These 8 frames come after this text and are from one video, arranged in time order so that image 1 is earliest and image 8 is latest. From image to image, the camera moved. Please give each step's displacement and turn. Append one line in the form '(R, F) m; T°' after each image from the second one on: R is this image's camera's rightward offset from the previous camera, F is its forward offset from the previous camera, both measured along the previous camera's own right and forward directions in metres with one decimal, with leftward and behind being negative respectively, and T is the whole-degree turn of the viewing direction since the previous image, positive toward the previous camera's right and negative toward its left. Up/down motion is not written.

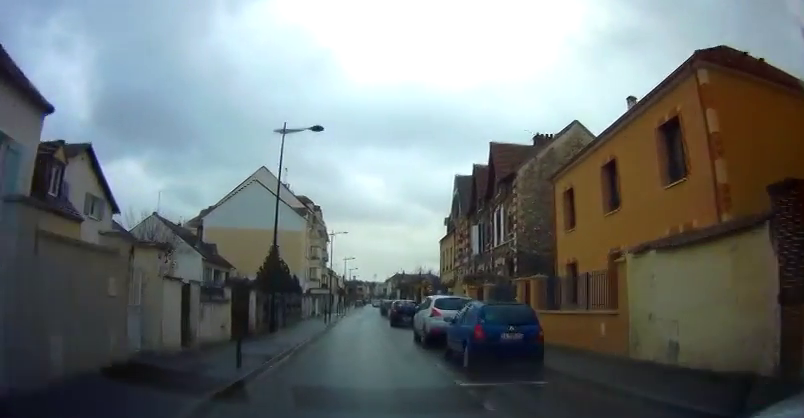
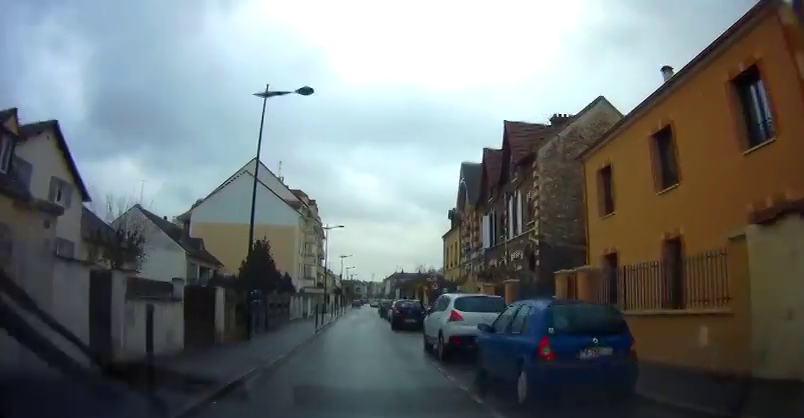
(+0.1, +3.8) m; +1°
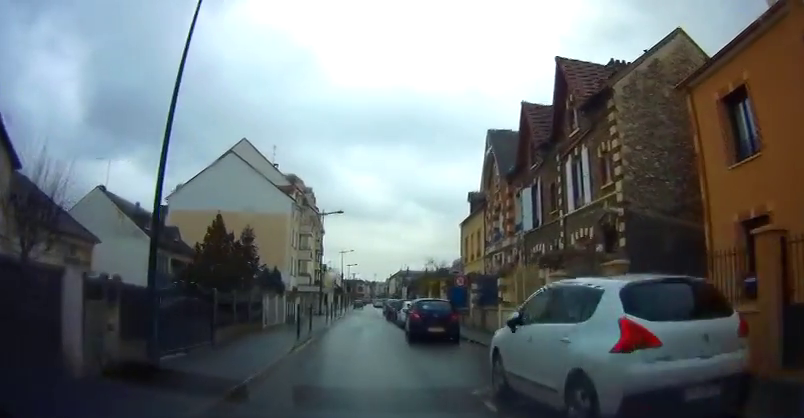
(+0.2, +7.6) m; 0°
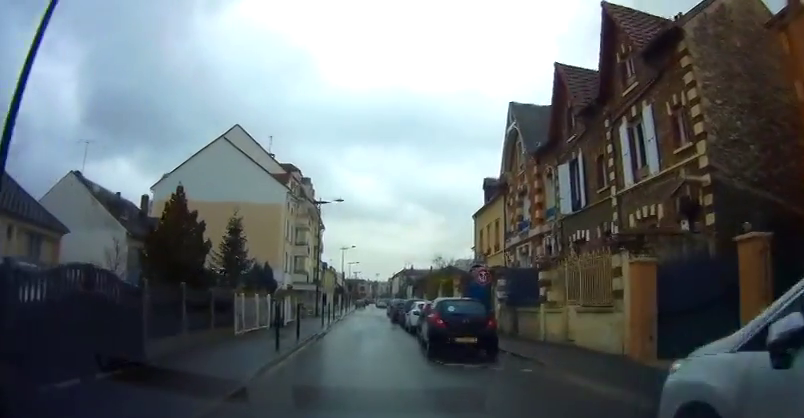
(-0.1, +4.4) m; -1°
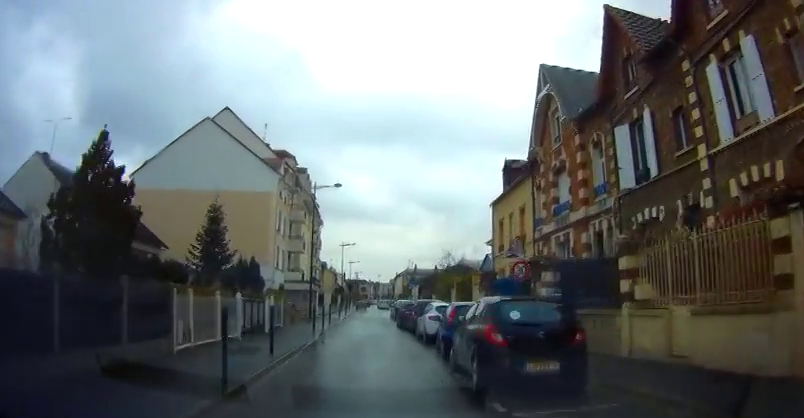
(0.0, +4.9) m; 0°
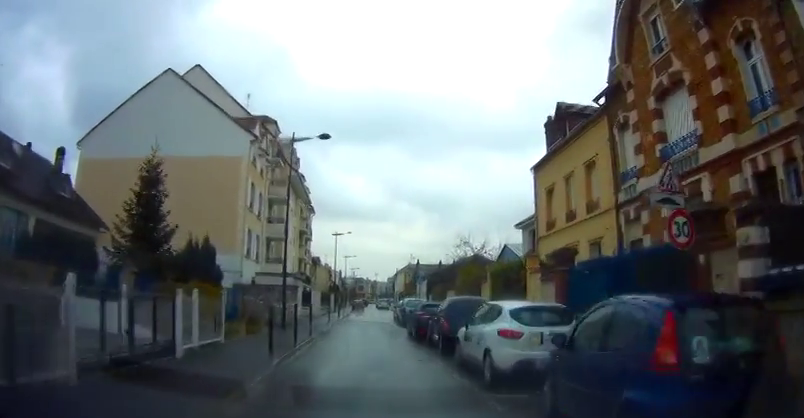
(0.0, +8.9) m; 0°
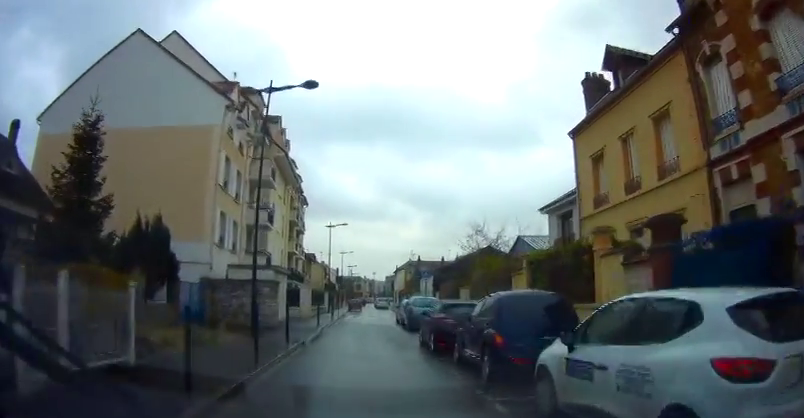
(0.0, +5.3) m; 0°
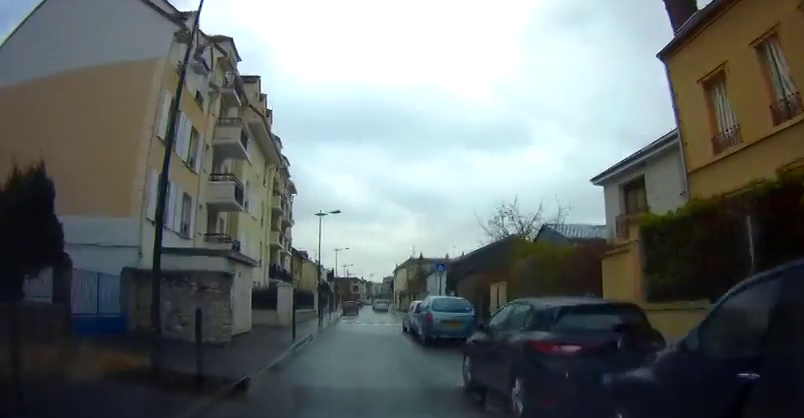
(0.0, +7.4) m; 0°
